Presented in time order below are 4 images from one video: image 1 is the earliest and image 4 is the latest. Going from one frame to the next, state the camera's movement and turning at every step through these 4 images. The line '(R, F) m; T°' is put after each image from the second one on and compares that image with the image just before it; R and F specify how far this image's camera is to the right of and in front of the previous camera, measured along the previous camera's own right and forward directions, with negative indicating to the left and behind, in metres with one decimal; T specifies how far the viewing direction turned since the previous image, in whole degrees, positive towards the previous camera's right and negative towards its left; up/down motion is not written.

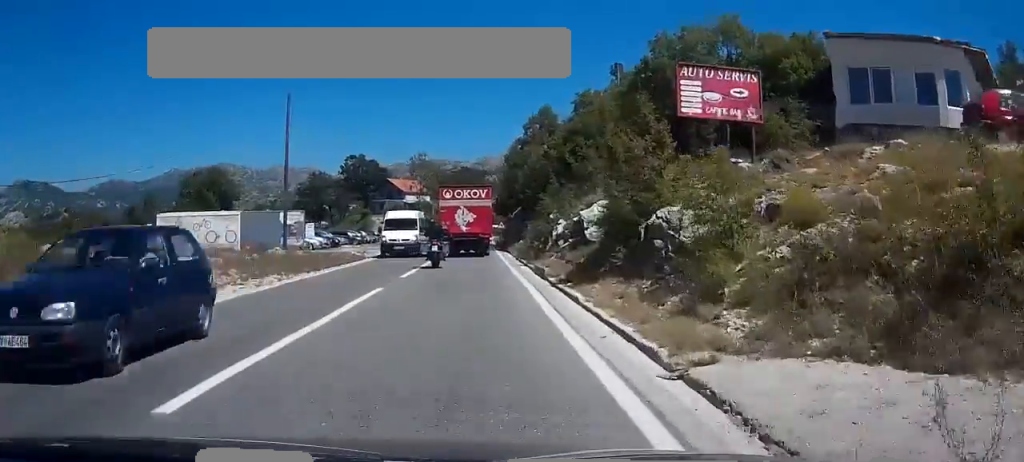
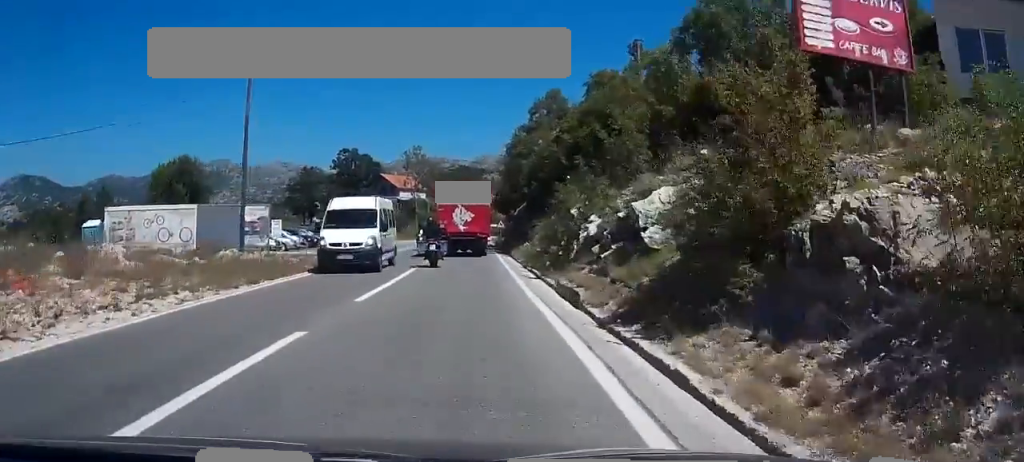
(0.0, +7.3) m; 0°
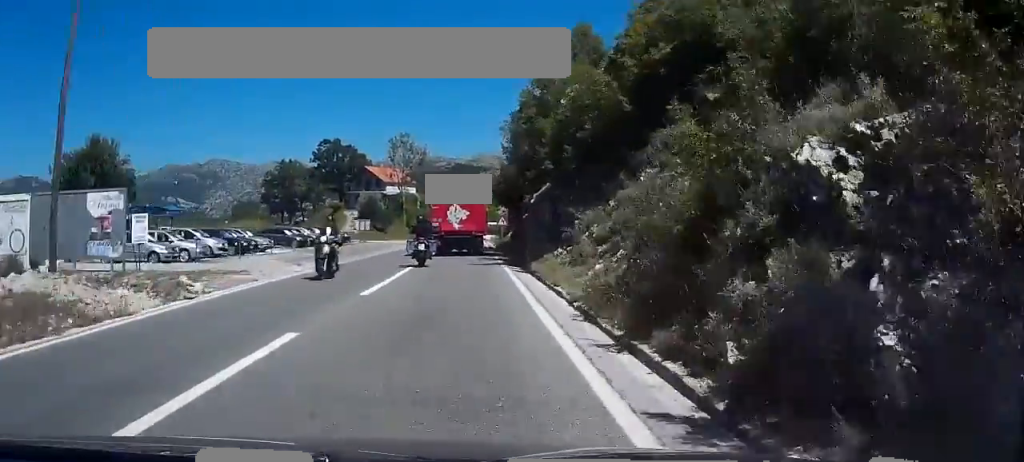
(+0.1, +16.0) m; +1°
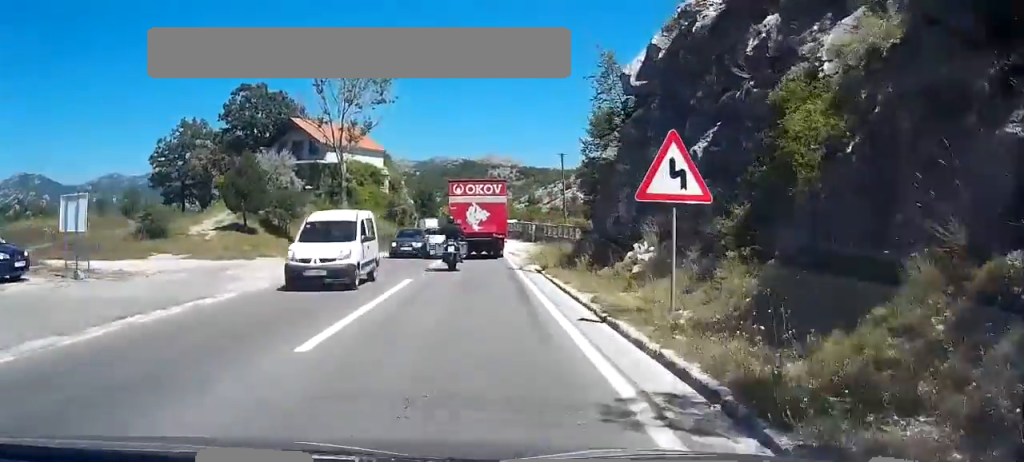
(-0.5, +57.6) m; -1°
